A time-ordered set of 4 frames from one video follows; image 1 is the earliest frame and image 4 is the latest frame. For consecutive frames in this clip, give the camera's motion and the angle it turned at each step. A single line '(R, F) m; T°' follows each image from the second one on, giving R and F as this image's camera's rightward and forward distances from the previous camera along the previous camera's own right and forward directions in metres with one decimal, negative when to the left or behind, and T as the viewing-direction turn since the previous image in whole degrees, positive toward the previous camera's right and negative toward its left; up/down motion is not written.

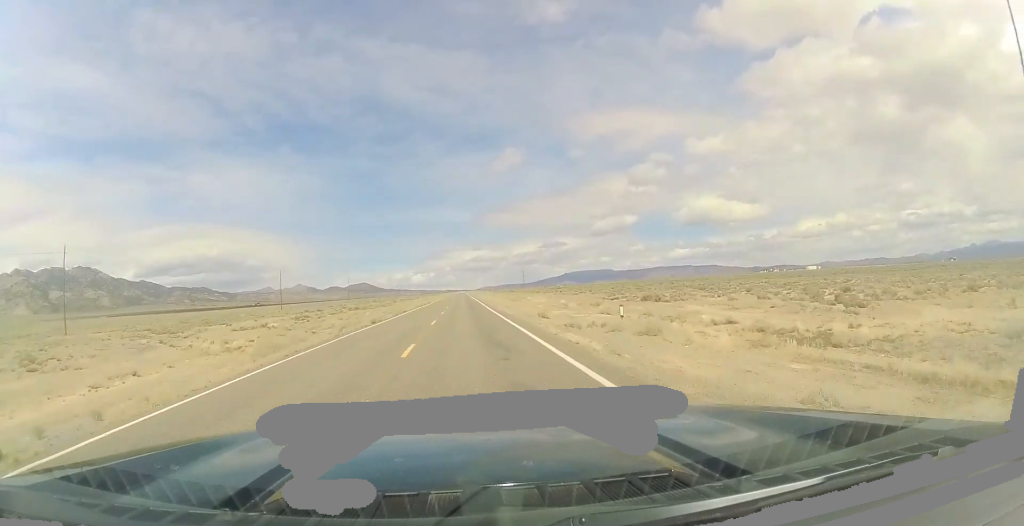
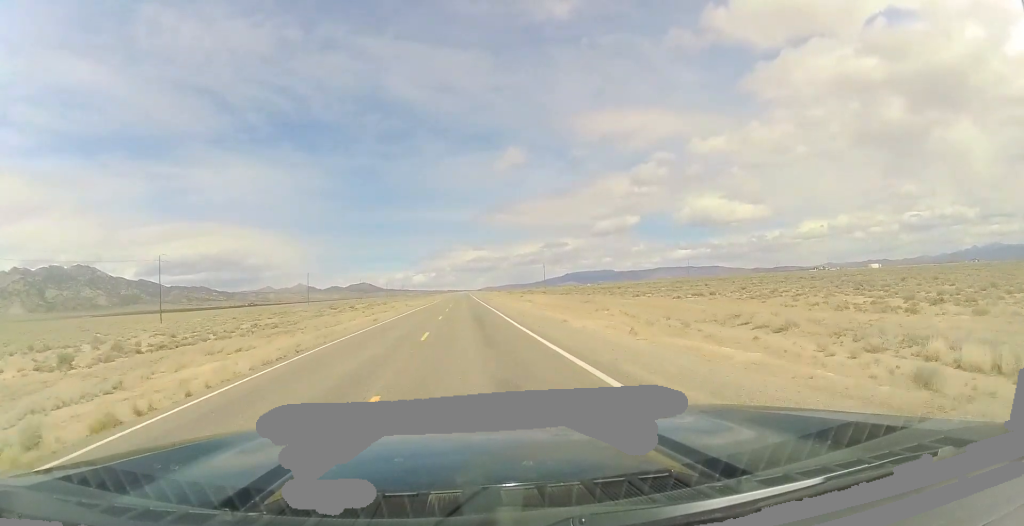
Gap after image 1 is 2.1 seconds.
(+0.4, +77.1) m; 0°
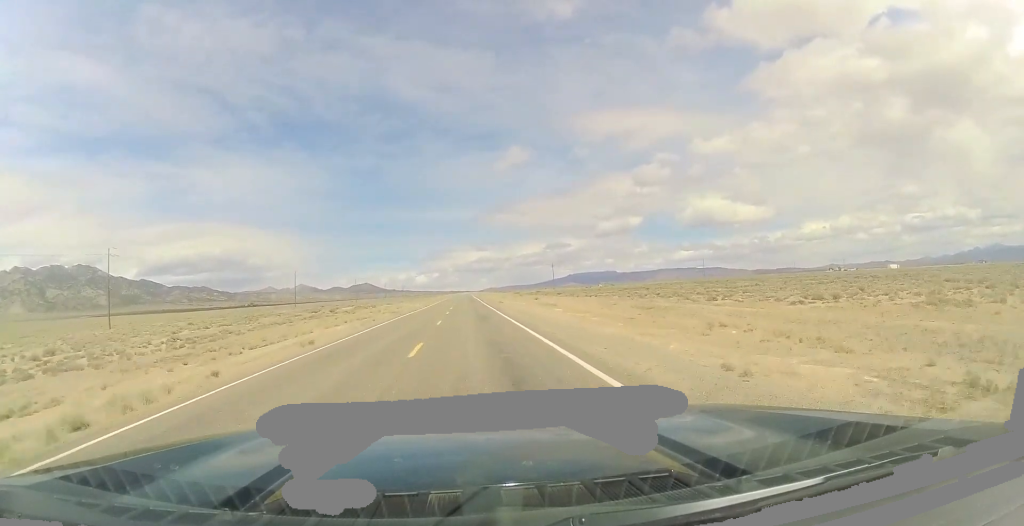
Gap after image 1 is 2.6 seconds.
(+0.1, +18.6) m; 0°
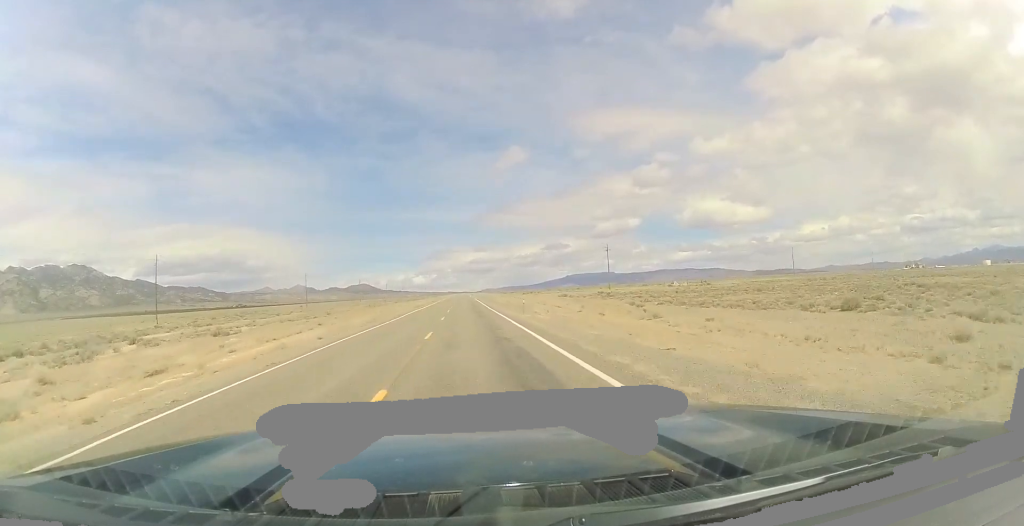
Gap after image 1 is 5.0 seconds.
(-0.5, +89.7) m; 0°
